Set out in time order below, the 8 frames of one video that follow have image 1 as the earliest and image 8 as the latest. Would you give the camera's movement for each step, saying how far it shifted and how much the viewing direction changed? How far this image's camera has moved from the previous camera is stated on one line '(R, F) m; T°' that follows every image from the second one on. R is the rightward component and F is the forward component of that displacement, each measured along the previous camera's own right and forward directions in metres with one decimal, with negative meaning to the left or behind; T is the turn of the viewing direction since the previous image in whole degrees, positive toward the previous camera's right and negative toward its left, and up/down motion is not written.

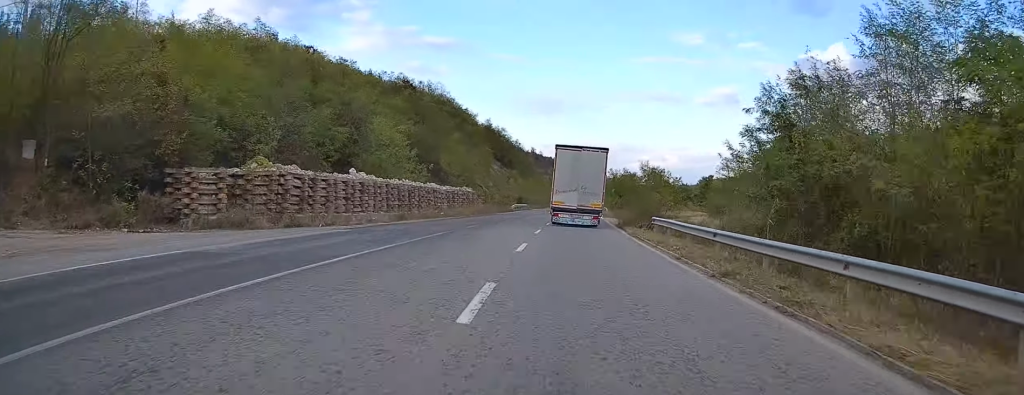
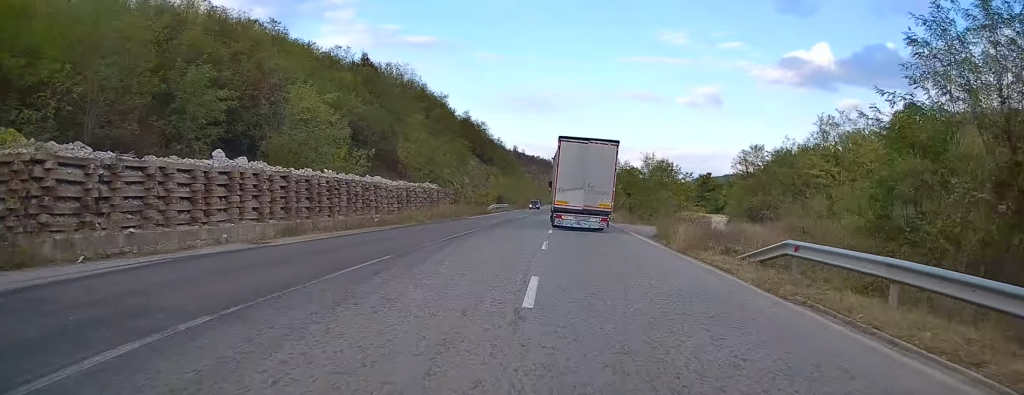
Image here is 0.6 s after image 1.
(+0.4, +16.8) m; +2°
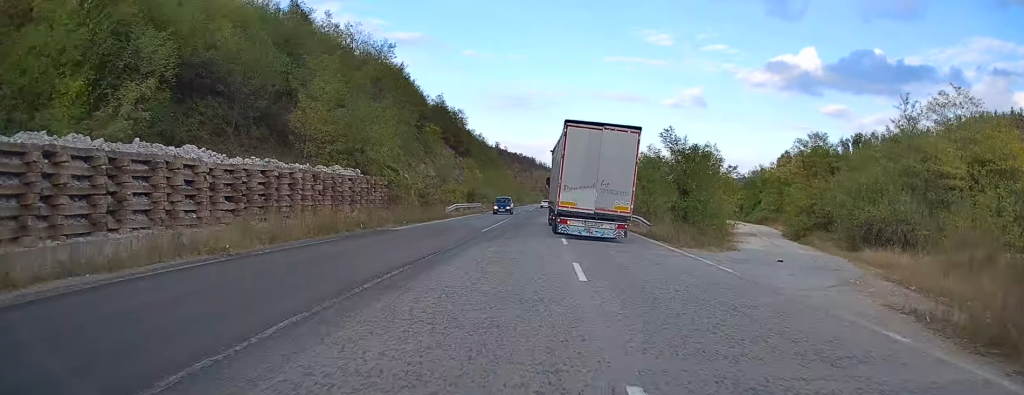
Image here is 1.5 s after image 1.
(+0.4, +24.3) m; +2°
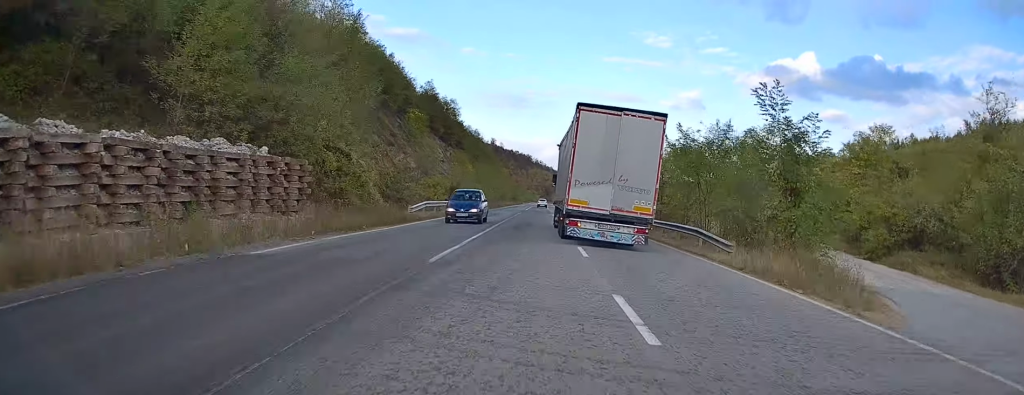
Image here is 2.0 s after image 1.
(+0.1, +13.7) m; +1°
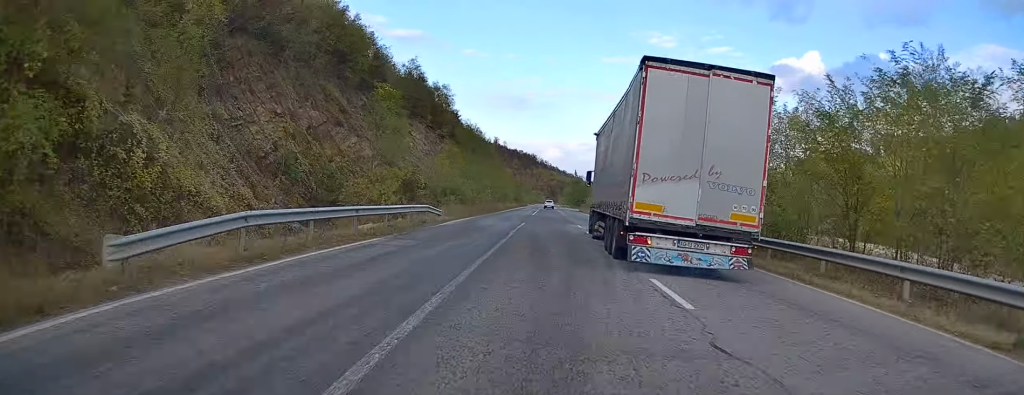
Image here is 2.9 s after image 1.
(+0.3, +25.0) m; +1°
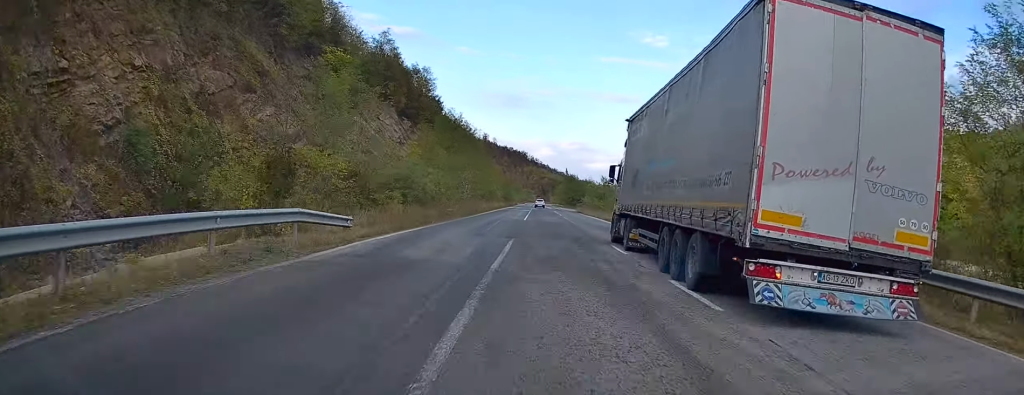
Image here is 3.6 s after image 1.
(+0.1, +17.9) m; 0°
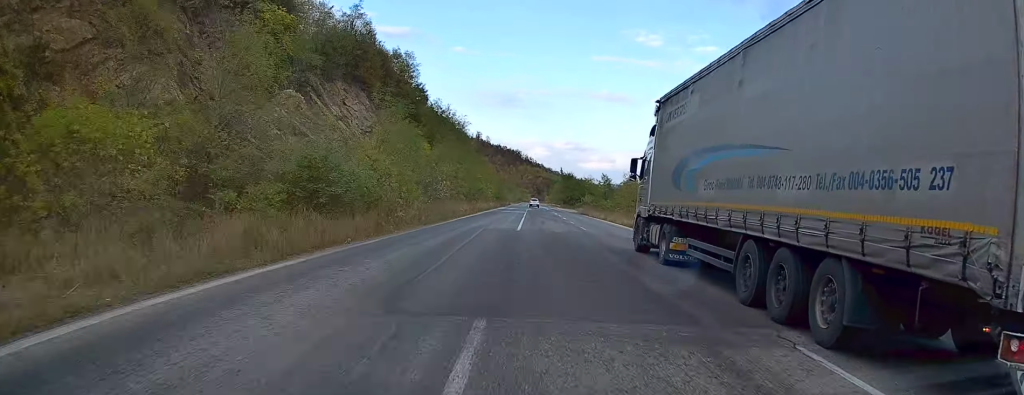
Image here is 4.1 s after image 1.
(0.0, +14.3) m; 0°
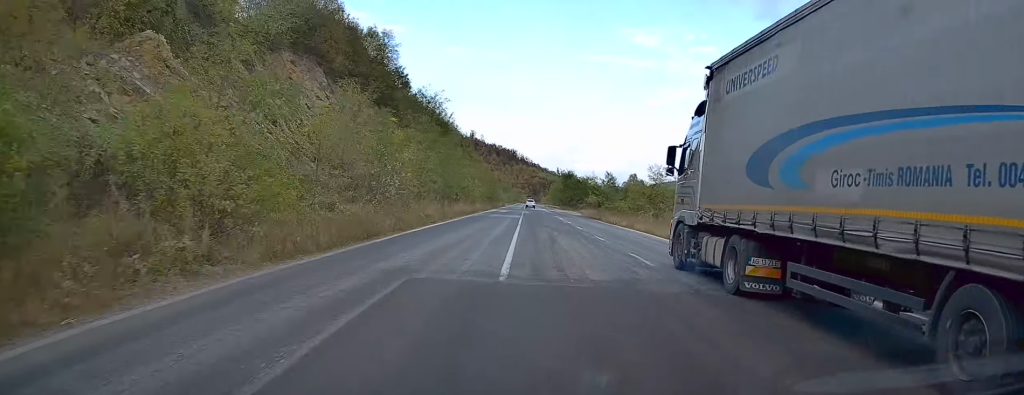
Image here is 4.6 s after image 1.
(0.0, +16.3) m; 0°
